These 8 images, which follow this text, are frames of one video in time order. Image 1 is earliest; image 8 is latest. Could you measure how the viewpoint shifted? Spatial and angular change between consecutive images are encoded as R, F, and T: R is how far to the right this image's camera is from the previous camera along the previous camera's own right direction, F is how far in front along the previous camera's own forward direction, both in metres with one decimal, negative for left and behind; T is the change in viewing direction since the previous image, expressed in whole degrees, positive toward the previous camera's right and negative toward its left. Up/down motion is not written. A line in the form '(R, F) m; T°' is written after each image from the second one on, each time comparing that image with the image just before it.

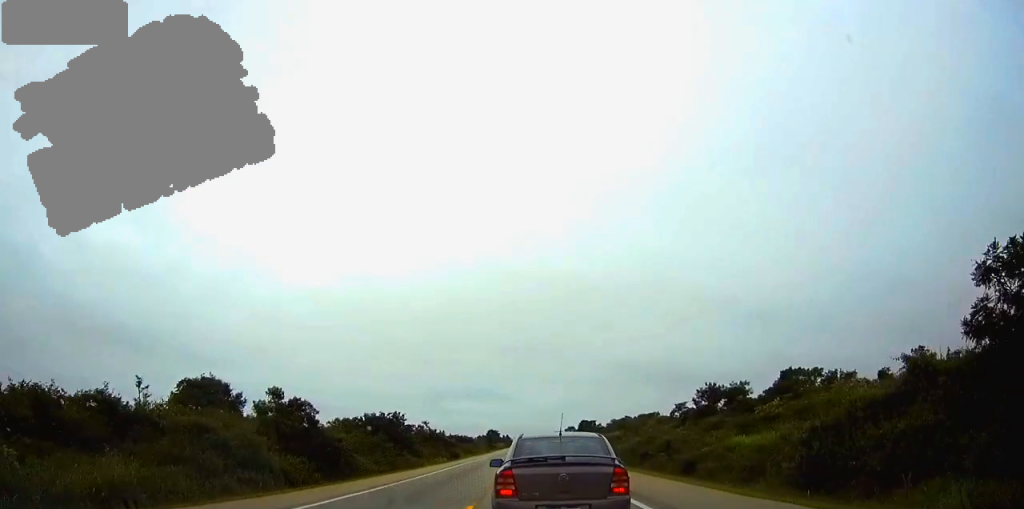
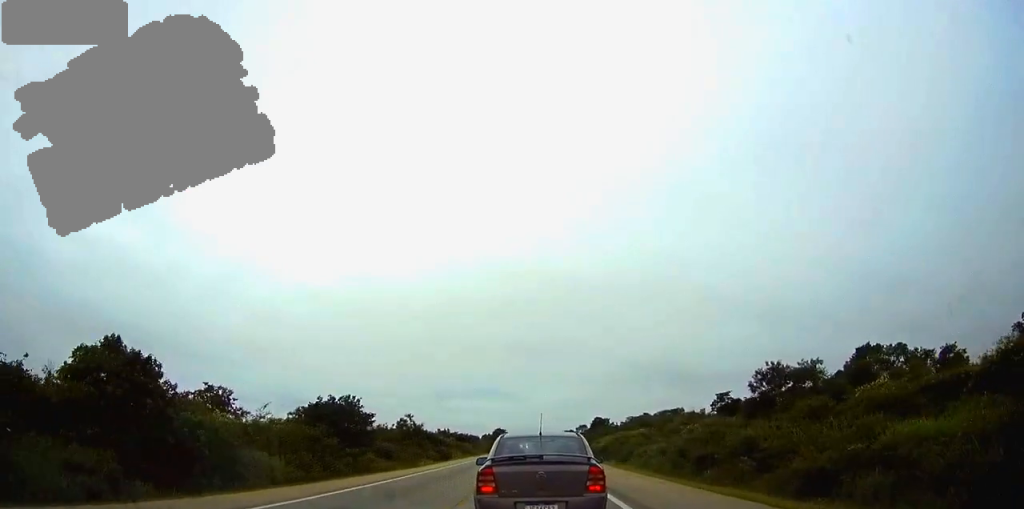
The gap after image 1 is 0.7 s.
(-0.1, +20.3) m; -1°
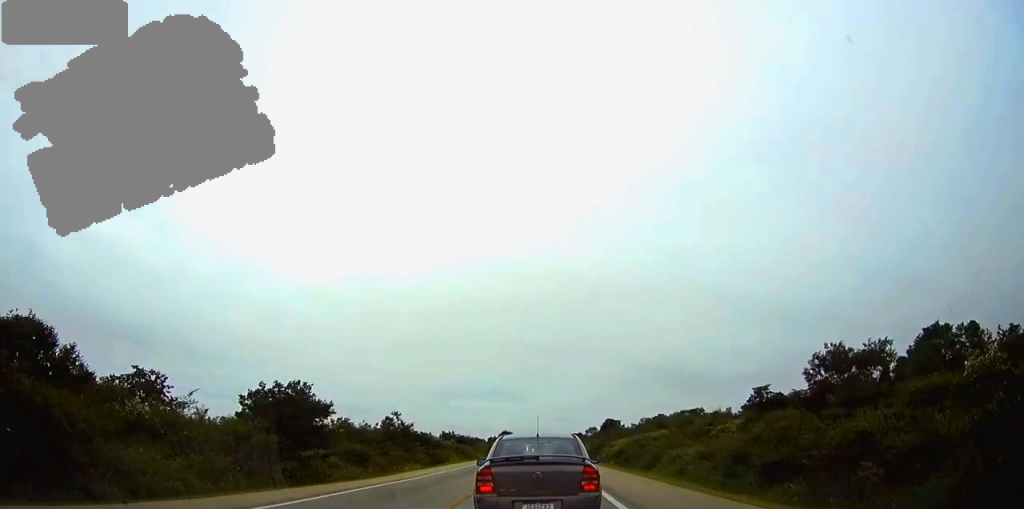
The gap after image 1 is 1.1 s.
(-0.1, +12.6) m; 0°
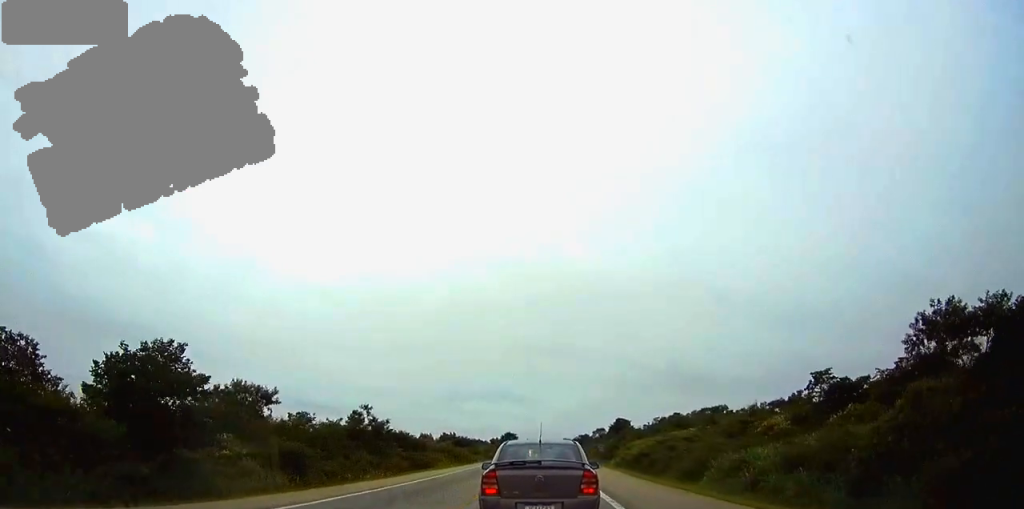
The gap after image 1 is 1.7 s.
(-0.1, +15.5) m; 0°
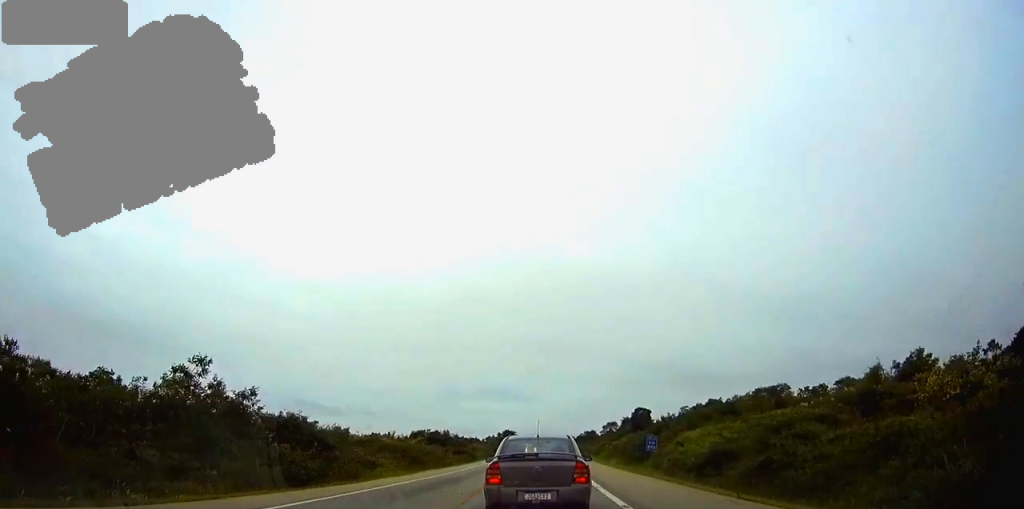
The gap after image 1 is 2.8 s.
(-0.1, +33.0) m; -1°
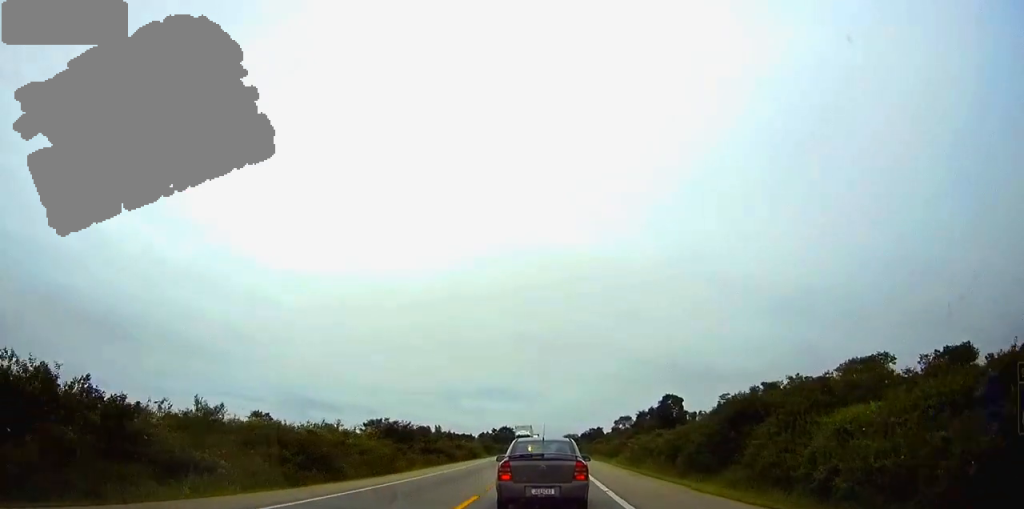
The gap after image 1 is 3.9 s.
(-0.1, +30.9) m; 0°
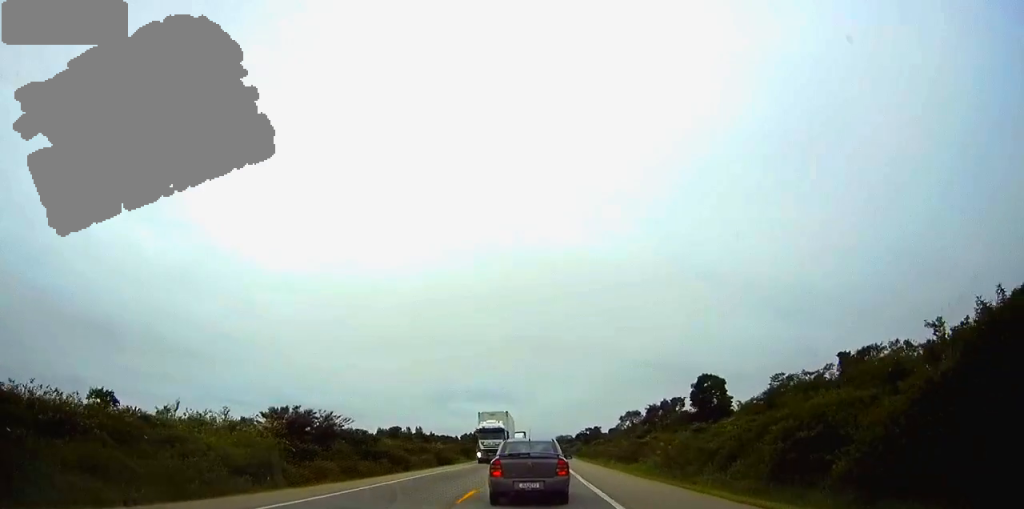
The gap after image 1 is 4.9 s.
(+0.2, +29.0) m; 0°
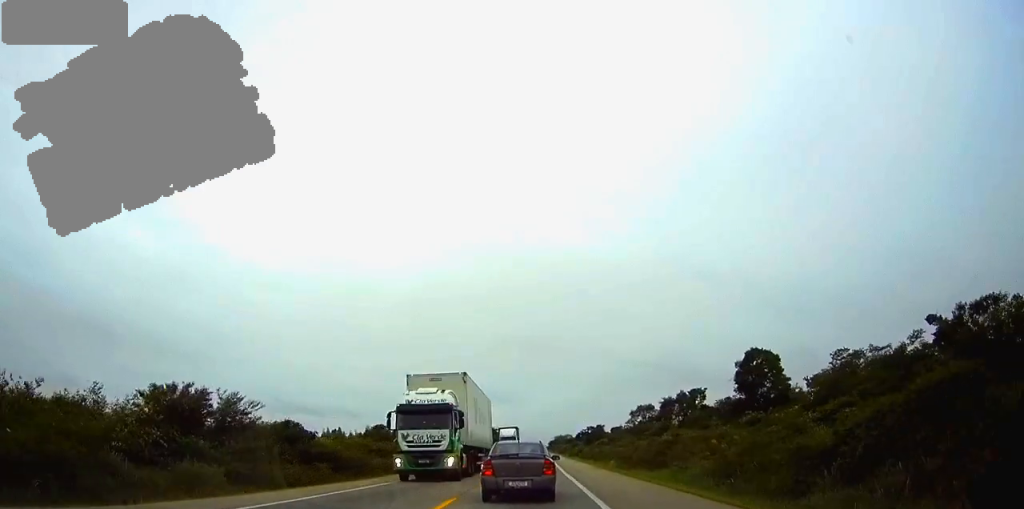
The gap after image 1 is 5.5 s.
(+0.2, +18.4) m; 0°
